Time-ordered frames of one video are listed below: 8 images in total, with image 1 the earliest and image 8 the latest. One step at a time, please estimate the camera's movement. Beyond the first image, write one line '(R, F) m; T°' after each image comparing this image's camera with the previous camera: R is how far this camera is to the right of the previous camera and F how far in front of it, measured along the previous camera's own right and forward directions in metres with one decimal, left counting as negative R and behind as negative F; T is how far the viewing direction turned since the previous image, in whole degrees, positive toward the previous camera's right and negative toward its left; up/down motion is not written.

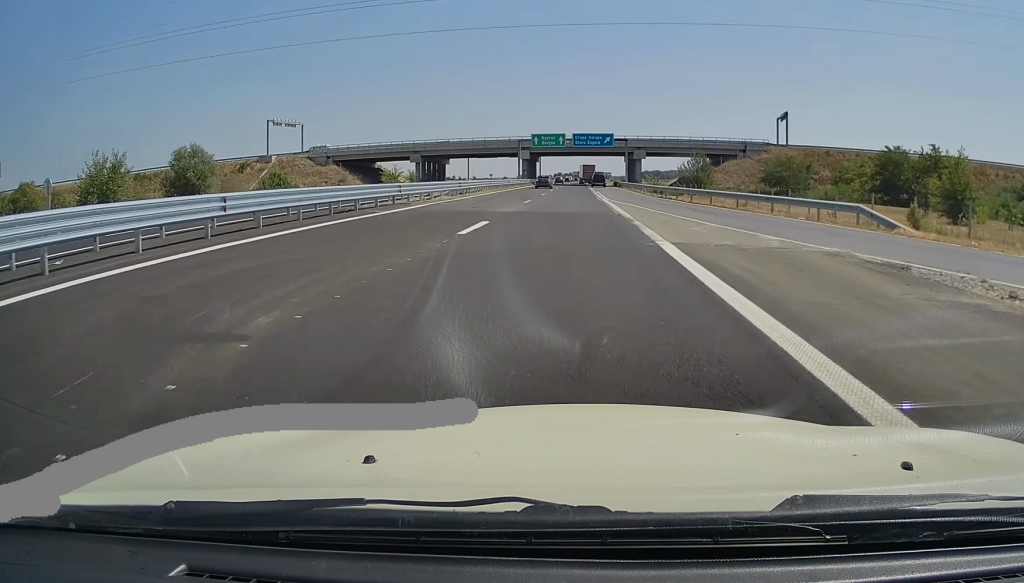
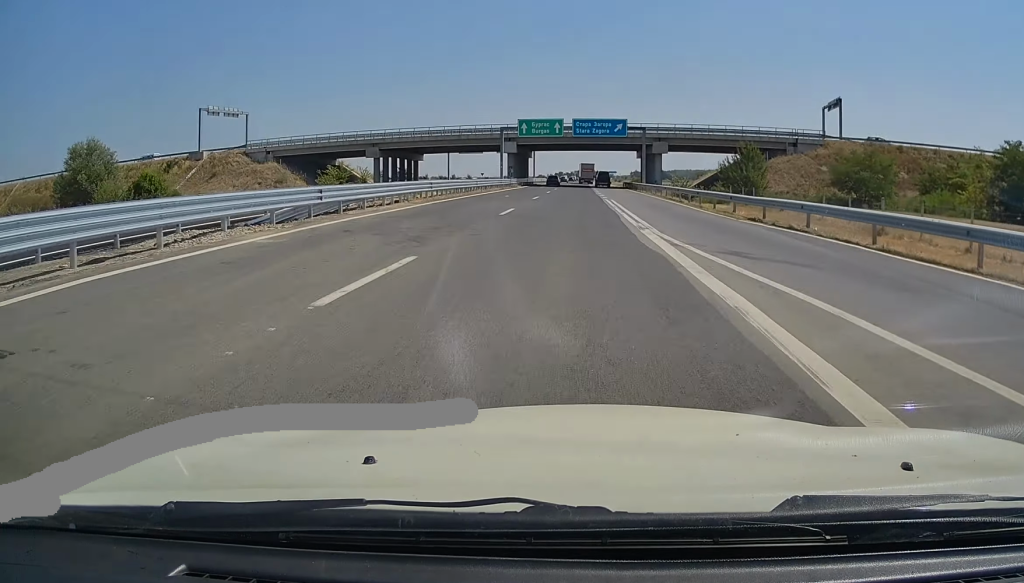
(+0.1, +25.8) m; 0°
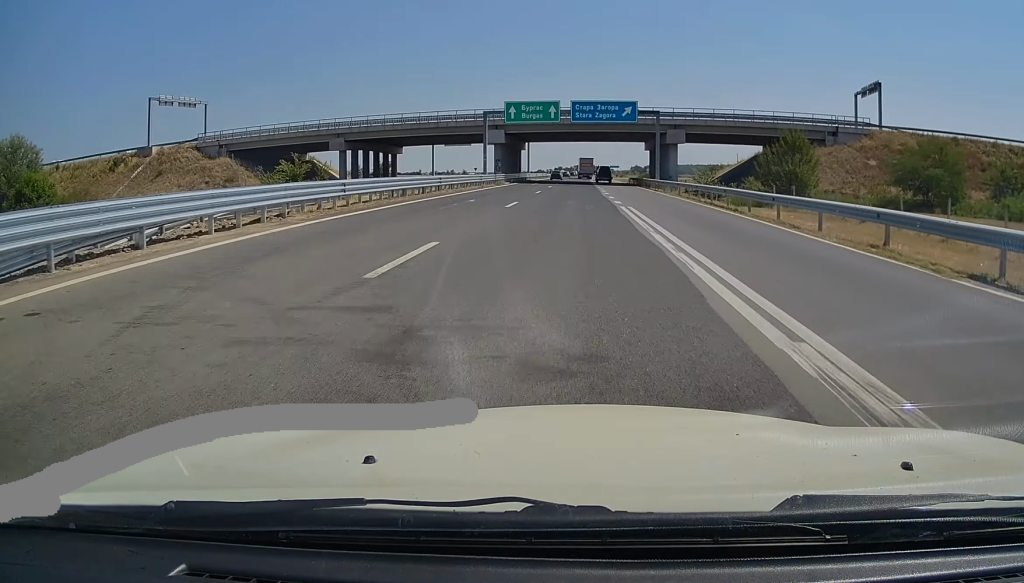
(-0.1, +13.9) m; 0°
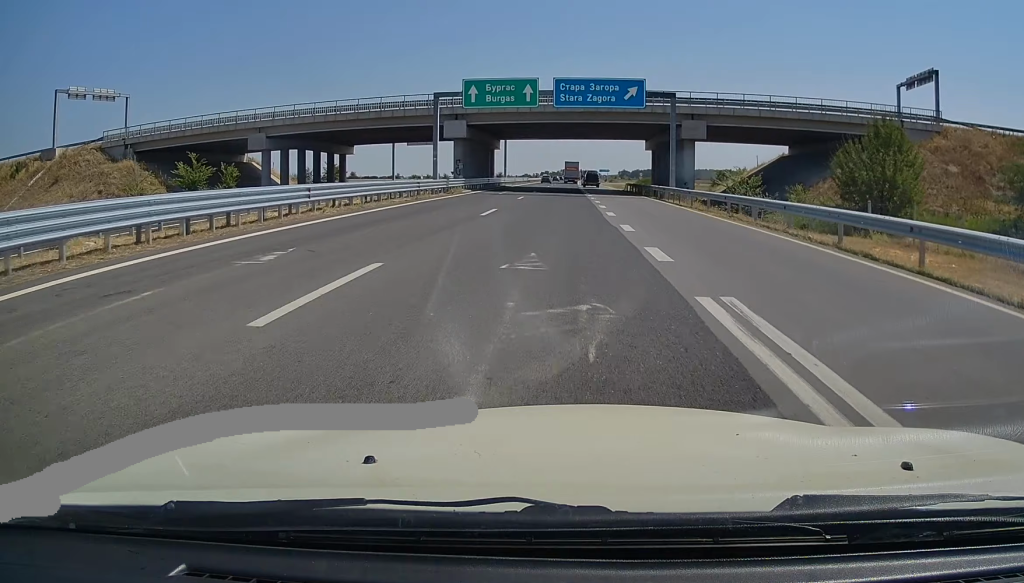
(-0.1, +18.1) m; 0°
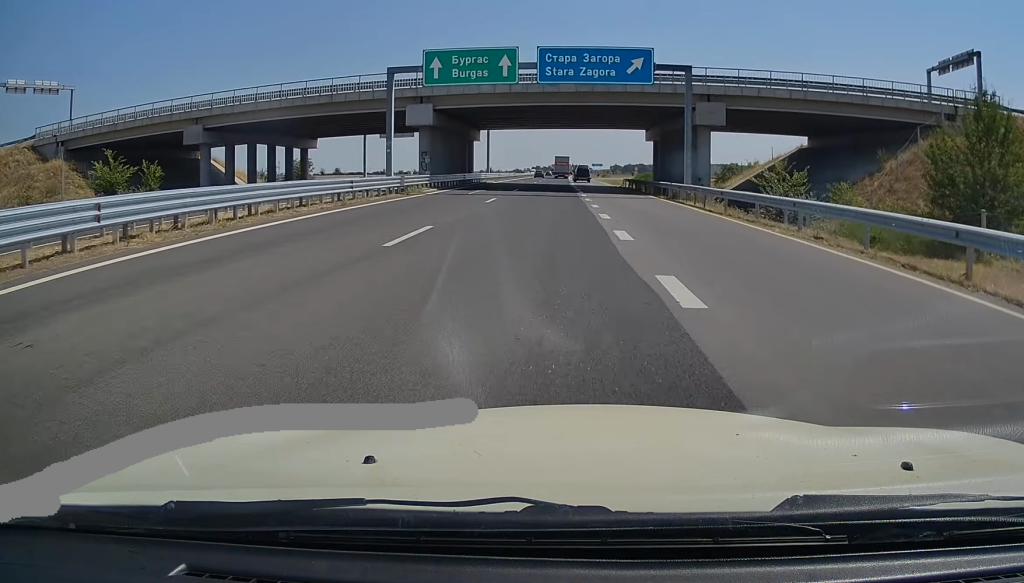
(0.0, +10.2) m; +1°
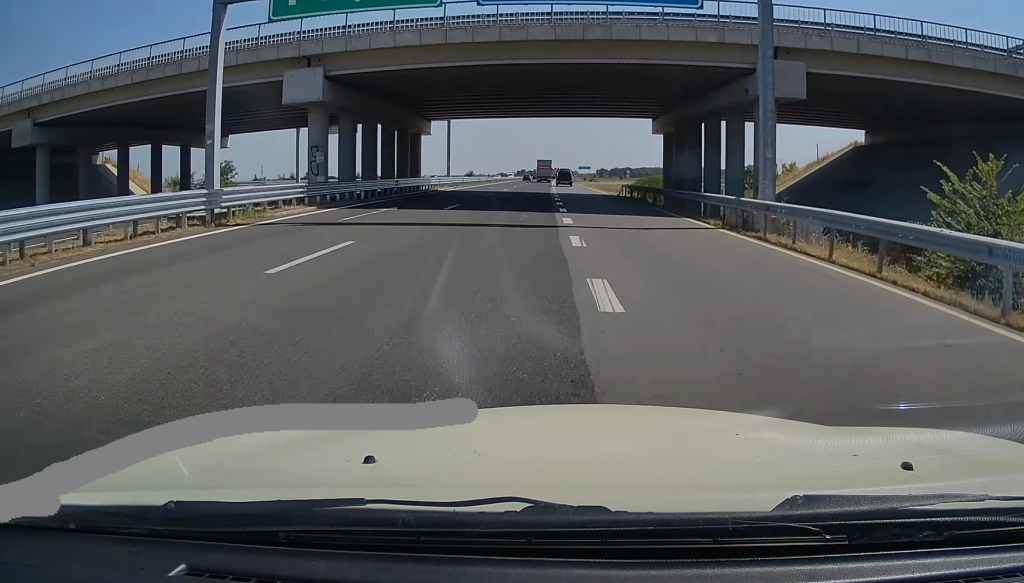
(+0.3, +18.4) m; +2°
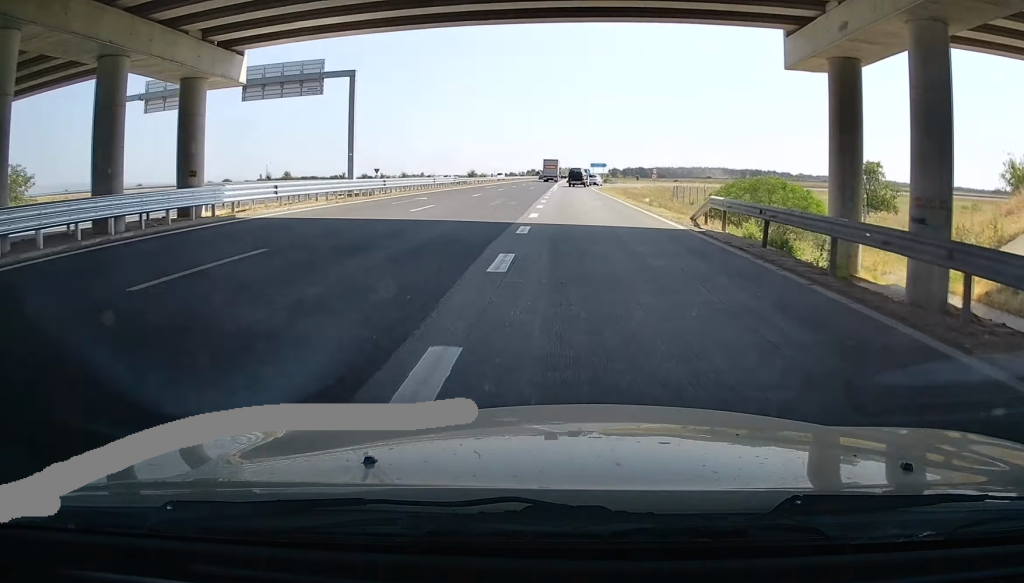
(+0.5, +32.6) m; -1°
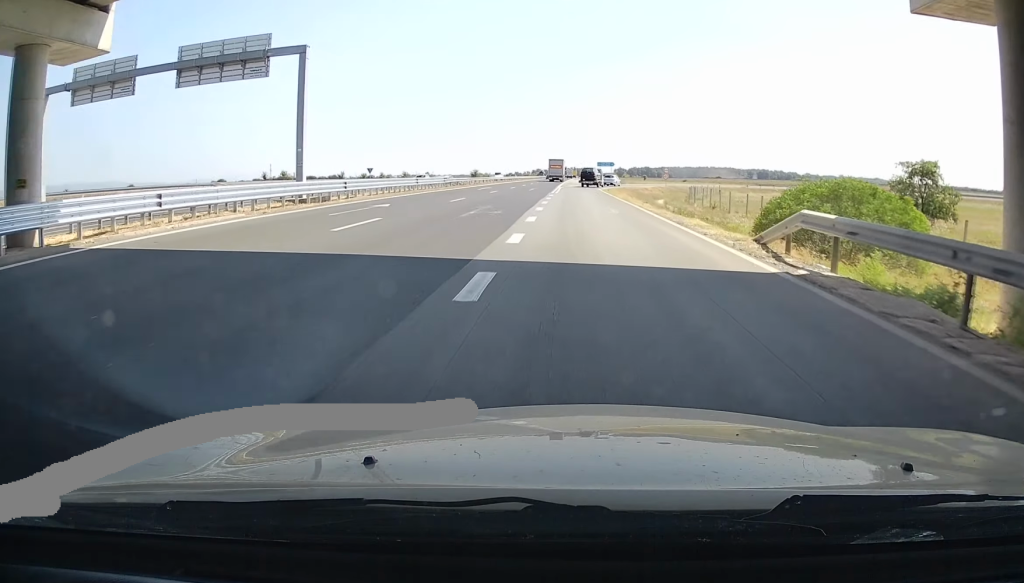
(-0.2, +7.8) m; -1°
